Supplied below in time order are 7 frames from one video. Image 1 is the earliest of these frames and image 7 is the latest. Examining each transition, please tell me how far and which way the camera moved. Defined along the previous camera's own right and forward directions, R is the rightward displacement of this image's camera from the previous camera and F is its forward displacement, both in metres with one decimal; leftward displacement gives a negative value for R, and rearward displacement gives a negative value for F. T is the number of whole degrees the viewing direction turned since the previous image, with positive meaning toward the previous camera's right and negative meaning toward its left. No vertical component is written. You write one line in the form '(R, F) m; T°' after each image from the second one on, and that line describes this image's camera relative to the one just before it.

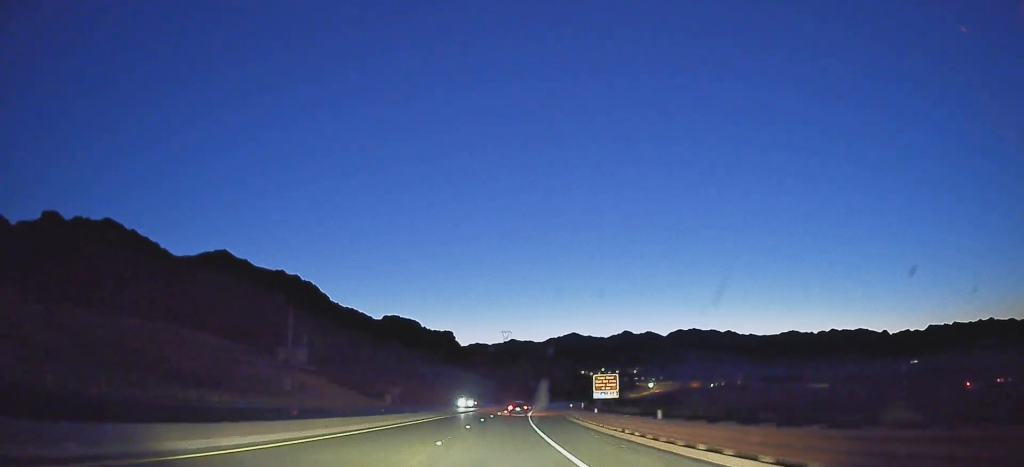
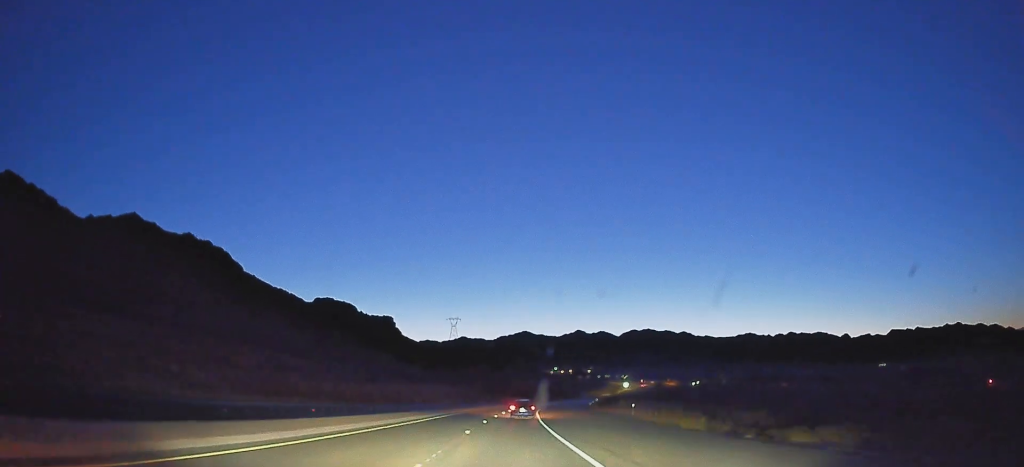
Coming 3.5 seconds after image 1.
(+3.3, +89.6) m; +5°
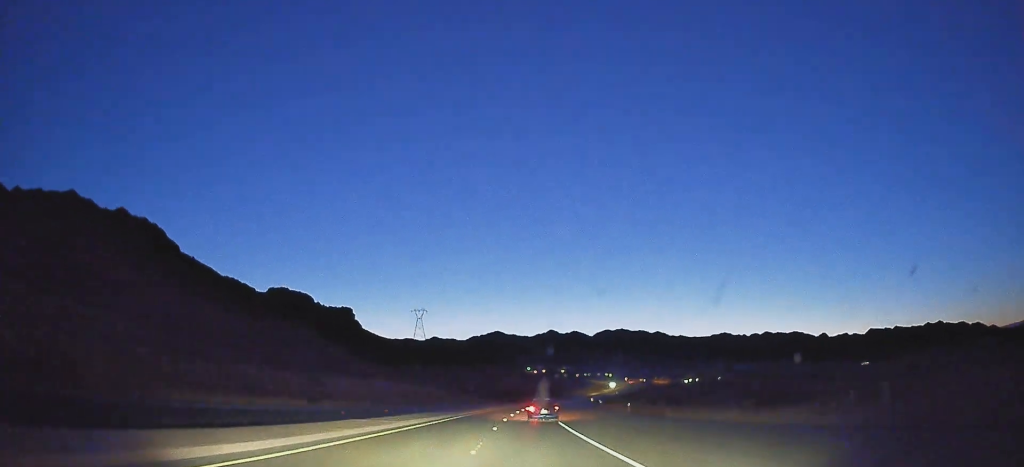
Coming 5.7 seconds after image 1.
(+2.1, +56.4) m; +3°
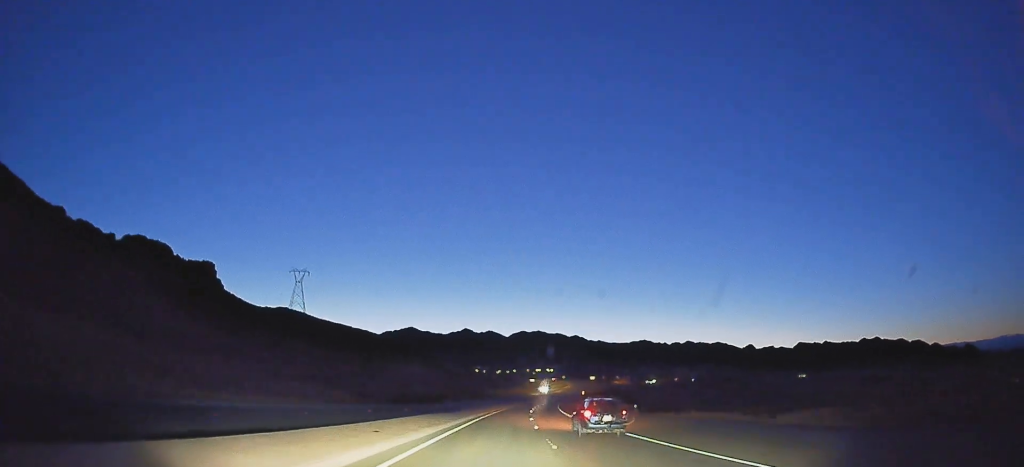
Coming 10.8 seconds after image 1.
(+7.0, +130.2) m; +7°
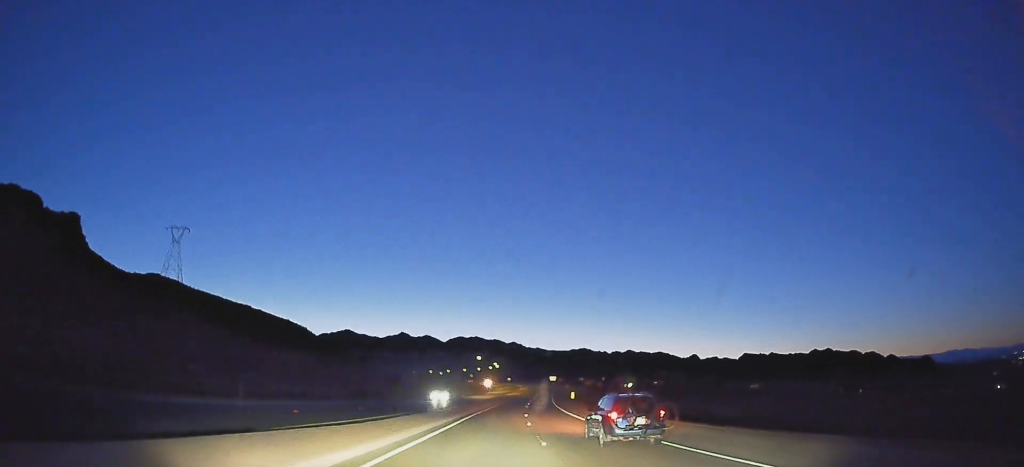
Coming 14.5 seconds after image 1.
(+6.5, +94.8) m; +5°
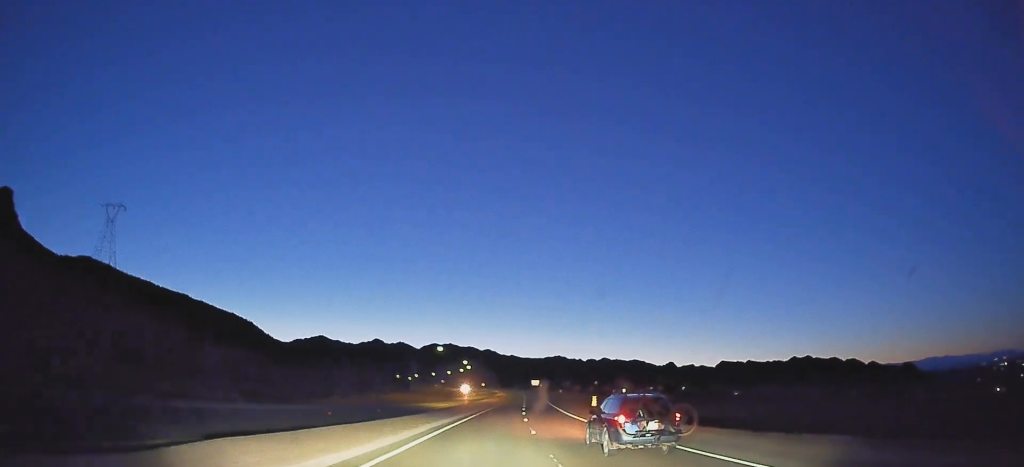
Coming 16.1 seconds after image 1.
(+1.5, +41.2) m; 0°
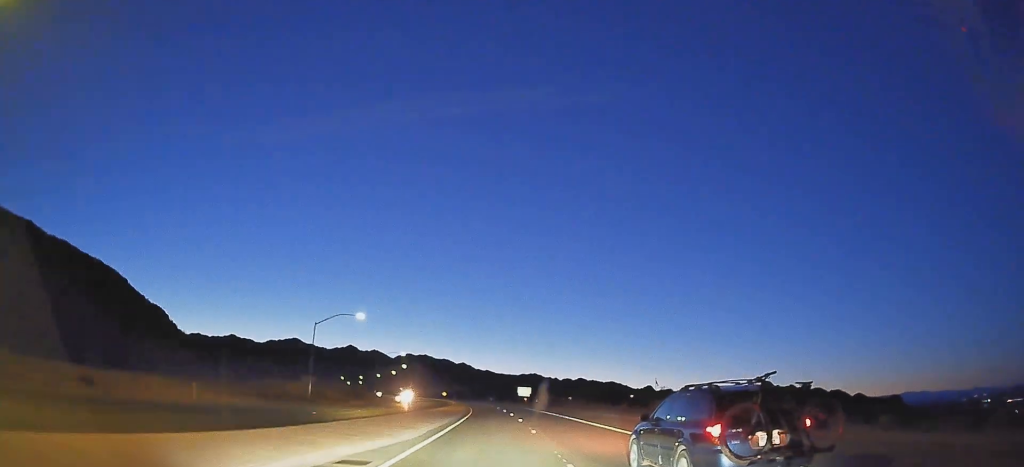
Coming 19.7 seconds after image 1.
(-1.3, +92.7) m; +1°
